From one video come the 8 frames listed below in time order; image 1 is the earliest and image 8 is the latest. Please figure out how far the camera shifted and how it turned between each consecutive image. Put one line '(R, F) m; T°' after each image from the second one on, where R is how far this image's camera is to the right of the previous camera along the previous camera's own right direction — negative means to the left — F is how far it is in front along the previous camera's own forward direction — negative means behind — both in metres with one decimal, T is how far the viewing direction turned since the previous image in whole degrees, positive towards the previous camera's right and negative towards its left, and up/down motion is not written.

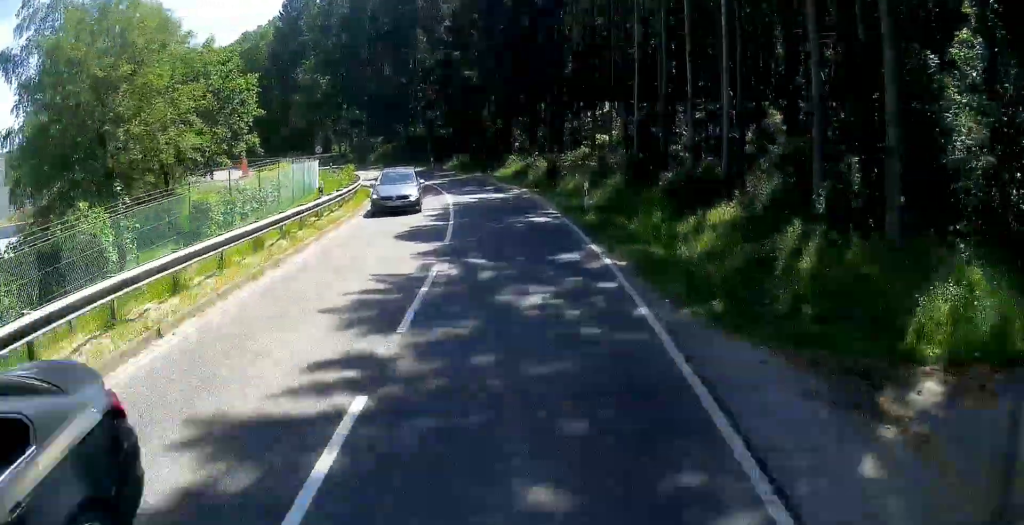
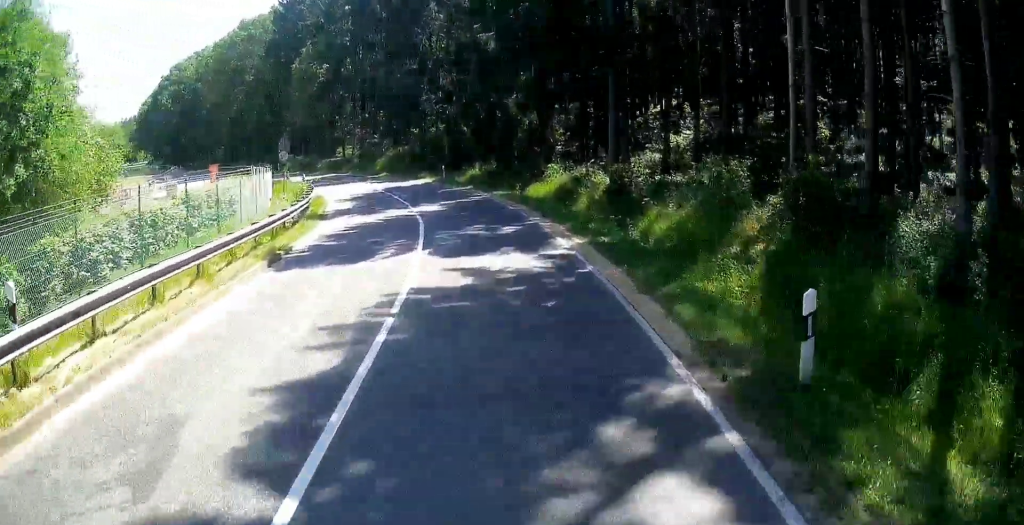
(+0.2, +14.8) m; +1°
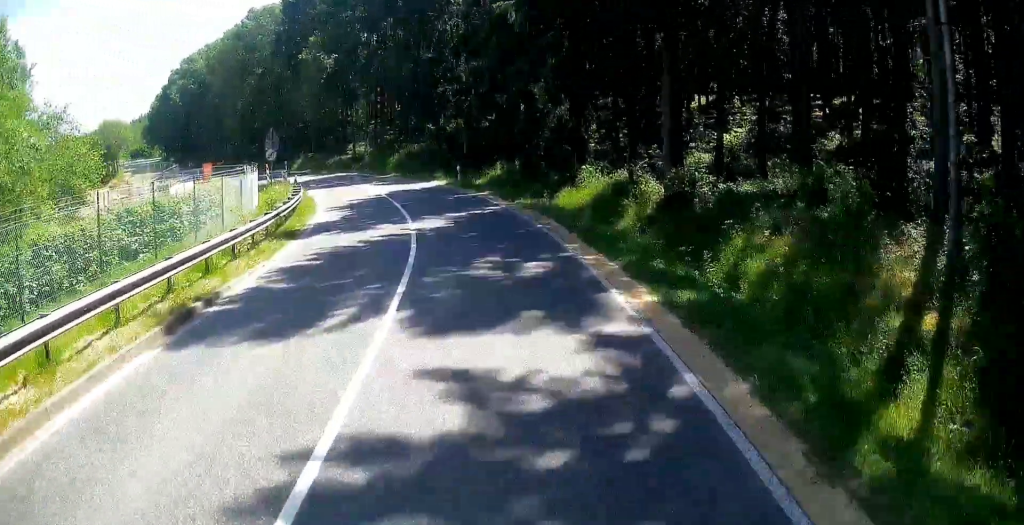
(+0.1, +5.3) m; -1°
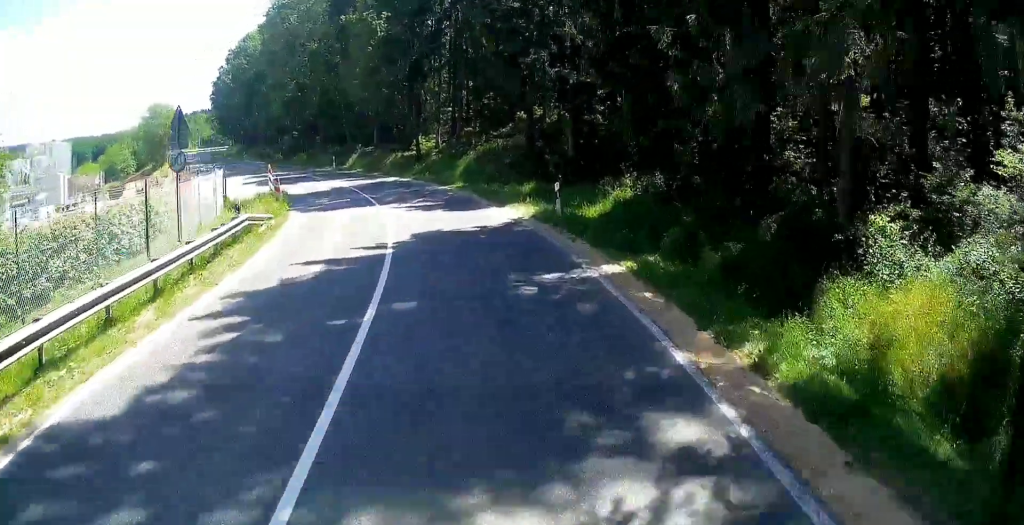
(-1.3, +15.7) m; -11°
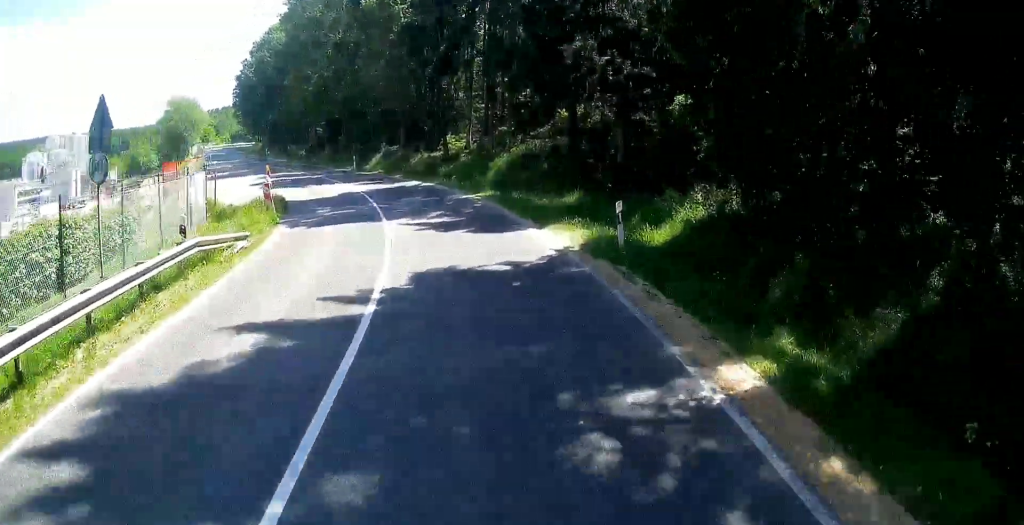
(-0.2, +4.5) m; -2°
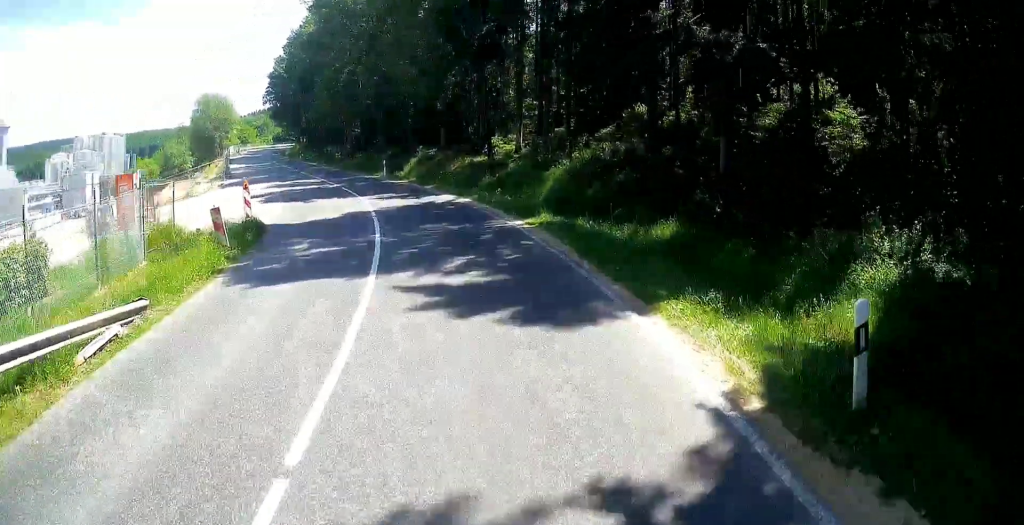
(-0.2, +7.0) m; -4°
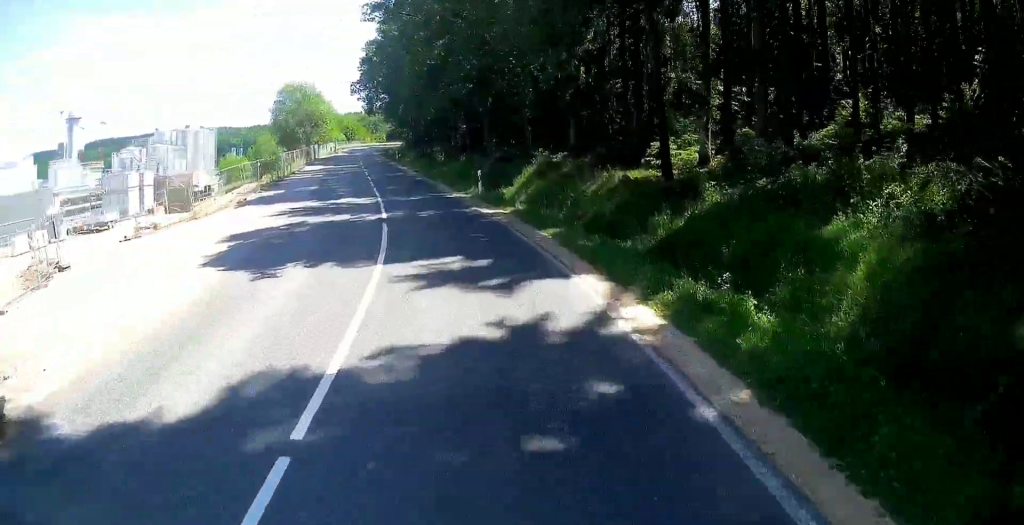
(-1.6, +14.4) m; -13°
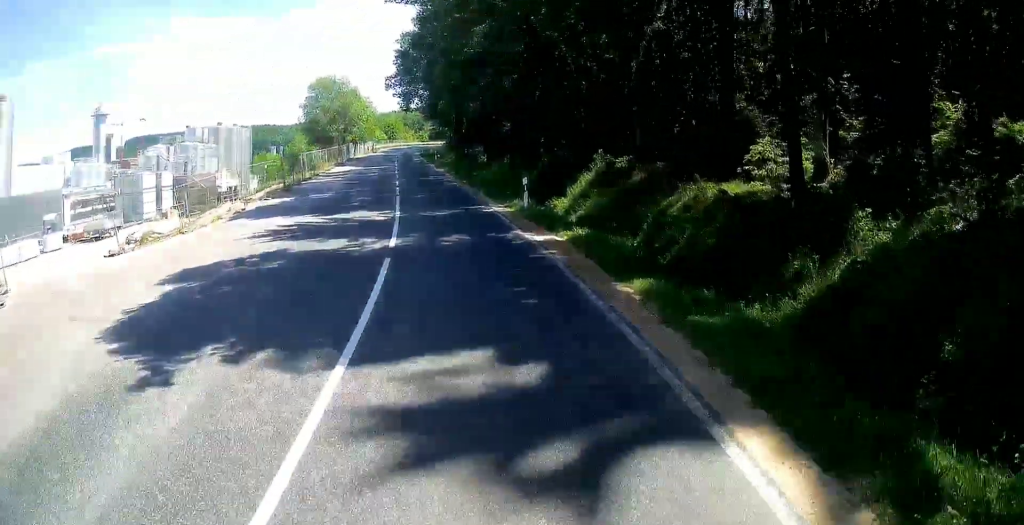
(-0.2, +5.0) m; -5°
